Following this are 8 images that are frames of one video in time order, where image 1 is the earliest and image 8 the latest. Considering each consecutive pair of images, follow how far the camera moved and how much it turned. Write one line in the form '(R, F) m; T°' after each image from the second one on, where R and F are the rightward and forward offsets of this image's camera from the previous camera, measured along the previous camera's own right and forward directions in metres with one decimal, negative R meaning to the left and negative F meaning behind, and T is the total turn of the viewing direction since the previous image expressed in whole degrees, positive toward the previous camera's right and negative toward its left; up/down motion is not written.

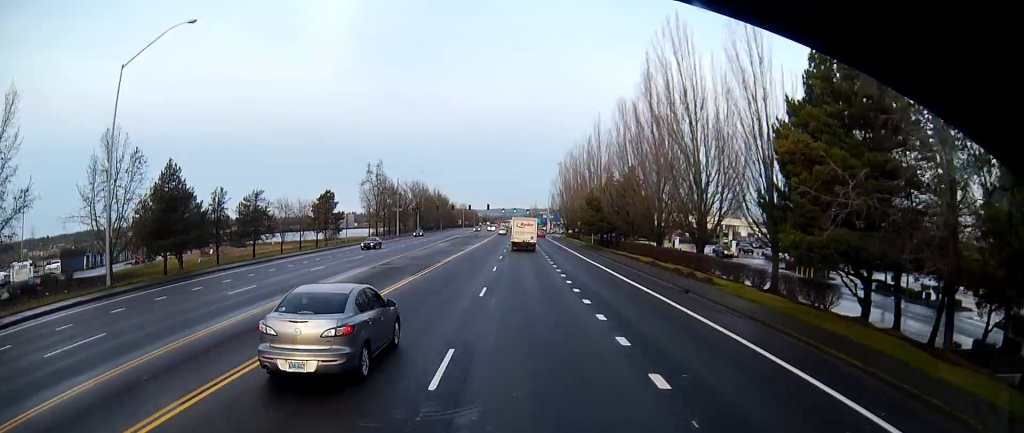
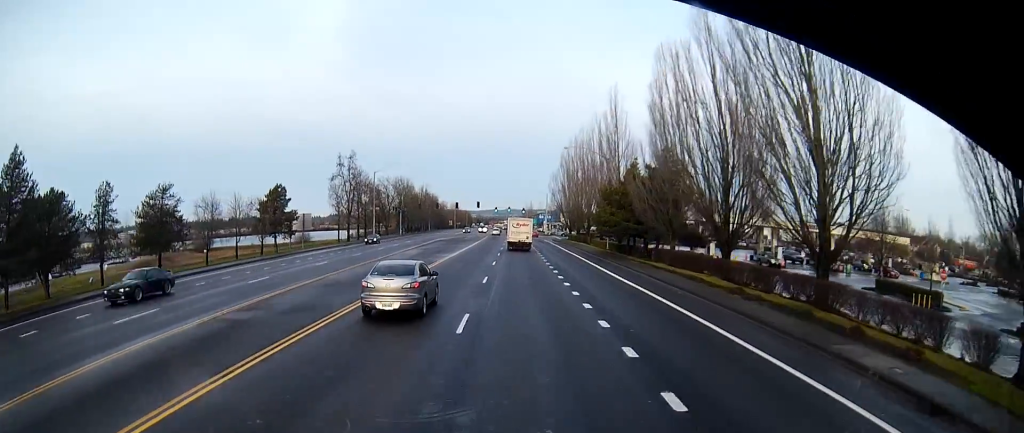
(-0.3, +19.8) m; +1°
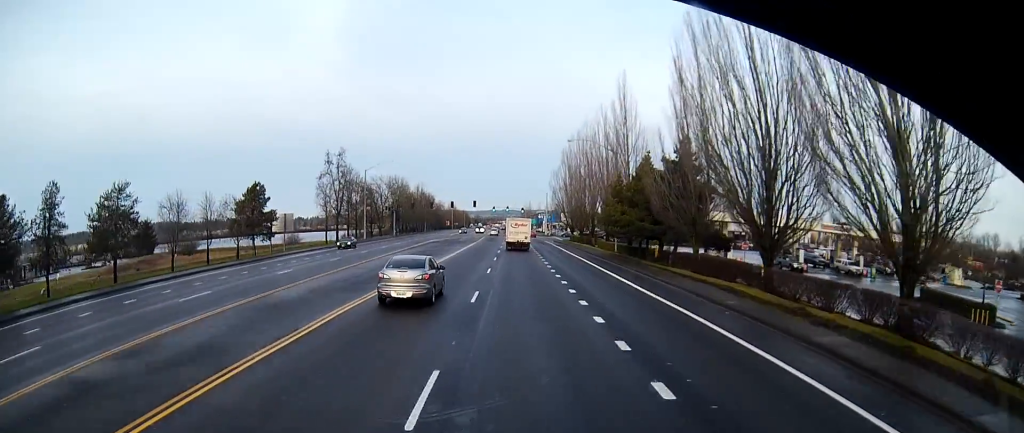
(+0.2, +6.8) m; +1°
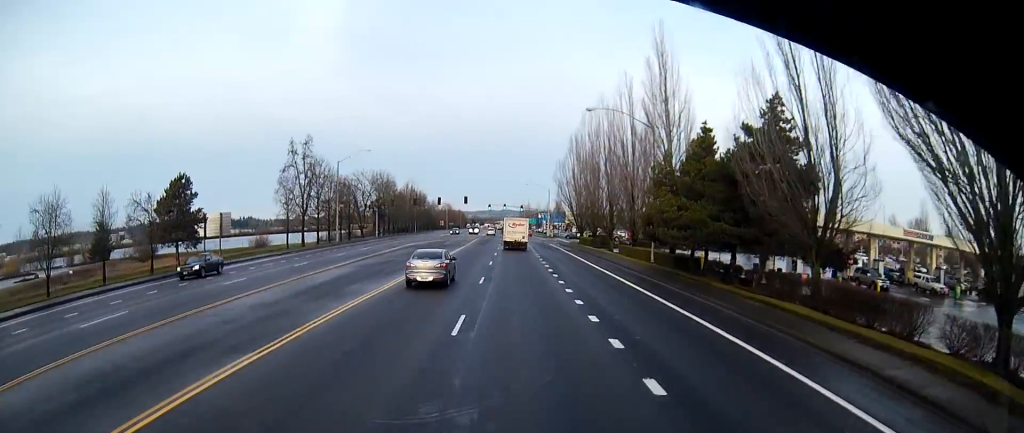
(+0.2, +18.1) m; 0°
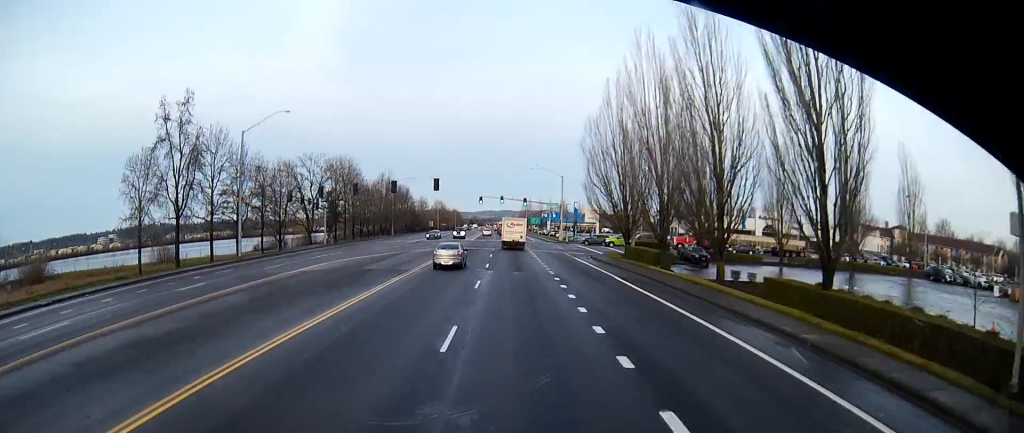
(+0.5, +38.3) m; 0°
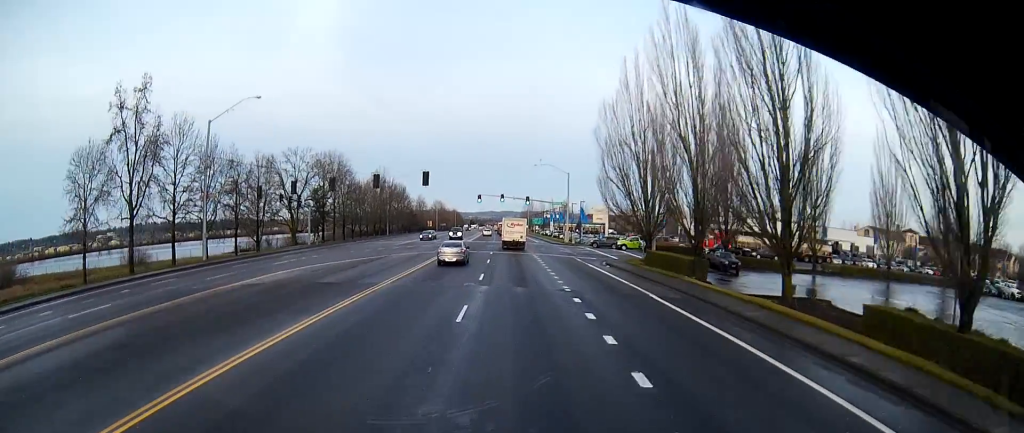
(-0.3, +8.6) m; -1°
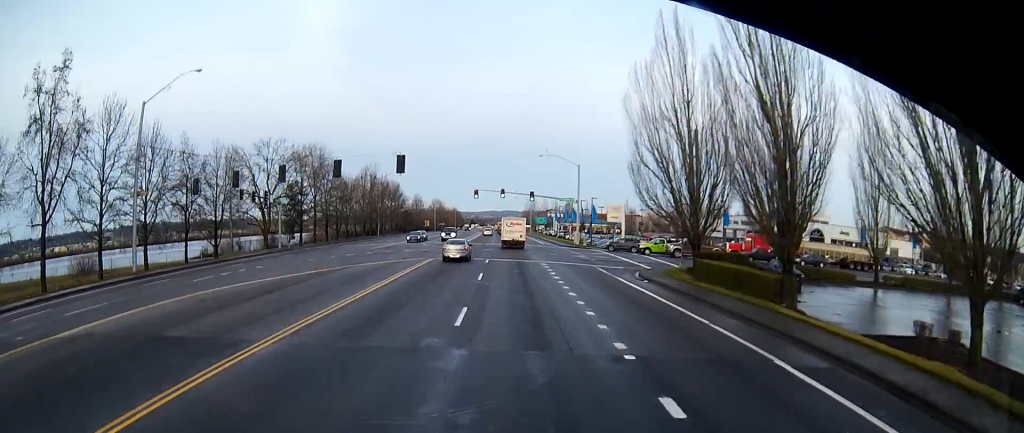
(-0.3, +12.6) m; 0°
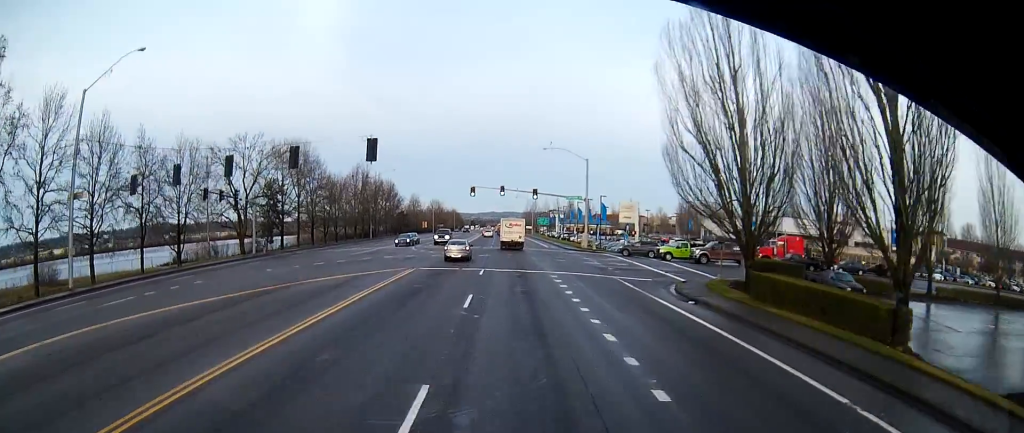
(+0.1, +8.6) m; +1°
